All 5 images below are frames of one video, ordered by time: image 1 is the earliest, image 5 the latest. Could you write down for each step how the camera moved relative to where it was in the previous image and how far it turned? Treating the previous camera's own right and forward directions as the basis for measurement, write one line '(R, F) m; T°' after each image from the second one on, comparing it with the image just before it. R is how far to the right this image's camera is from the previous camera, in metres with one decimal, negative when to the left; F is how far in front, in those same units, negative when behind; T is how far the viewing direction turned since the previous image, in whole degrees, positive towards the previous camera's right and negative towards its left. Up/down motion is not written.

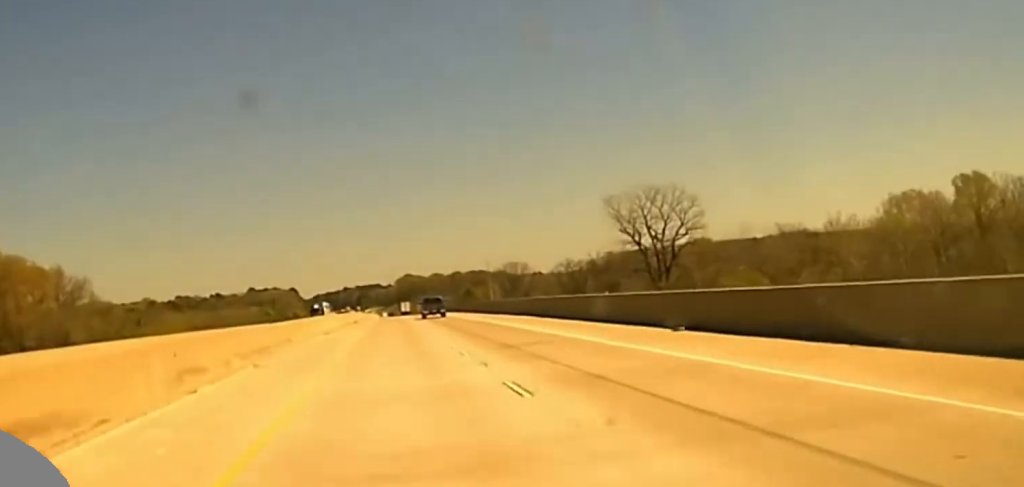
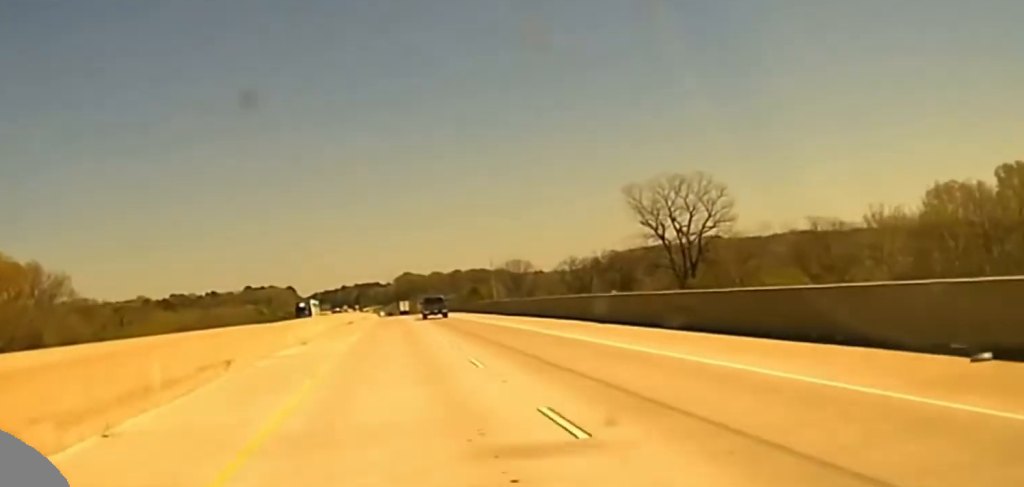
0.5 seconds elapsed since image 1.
(+0.5, +20.6) m; 0°
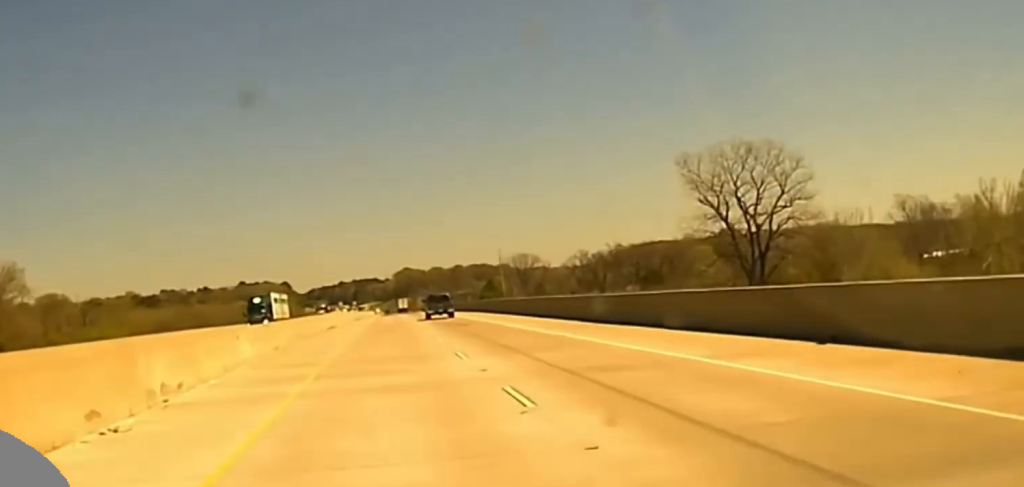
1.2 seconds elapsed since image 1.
(+0.2, +32.7) m; 0°
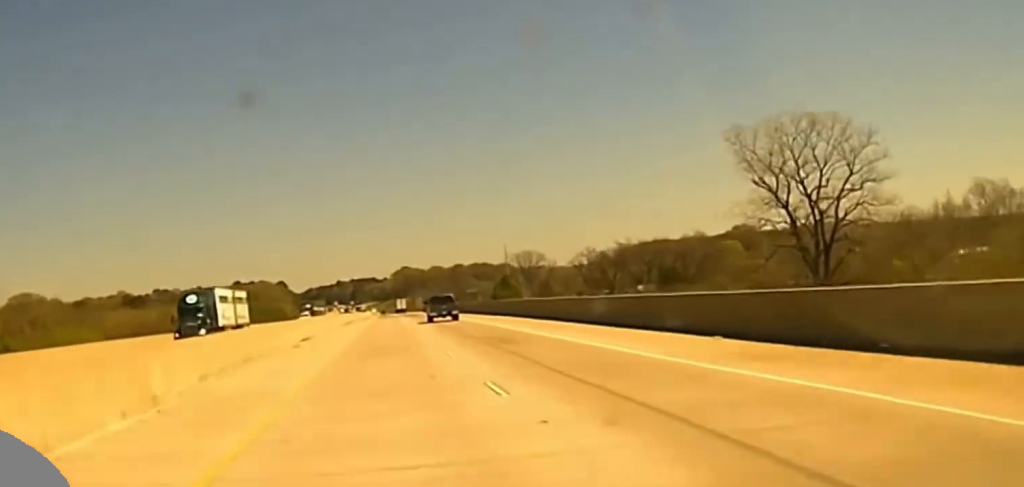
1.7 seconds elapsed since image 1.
(-0.4, +21.3) m; 0°
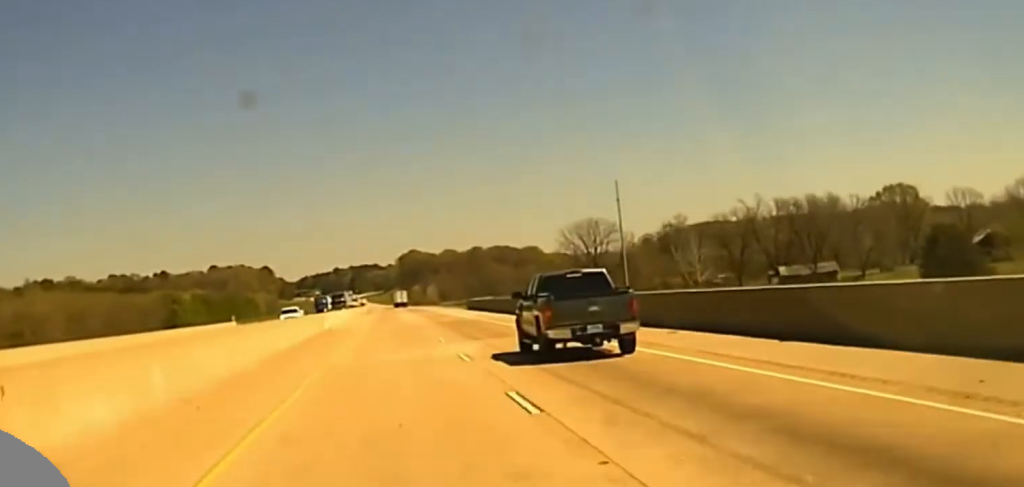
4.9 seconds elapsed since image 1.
(+1.2, +160.2) m; 0°
